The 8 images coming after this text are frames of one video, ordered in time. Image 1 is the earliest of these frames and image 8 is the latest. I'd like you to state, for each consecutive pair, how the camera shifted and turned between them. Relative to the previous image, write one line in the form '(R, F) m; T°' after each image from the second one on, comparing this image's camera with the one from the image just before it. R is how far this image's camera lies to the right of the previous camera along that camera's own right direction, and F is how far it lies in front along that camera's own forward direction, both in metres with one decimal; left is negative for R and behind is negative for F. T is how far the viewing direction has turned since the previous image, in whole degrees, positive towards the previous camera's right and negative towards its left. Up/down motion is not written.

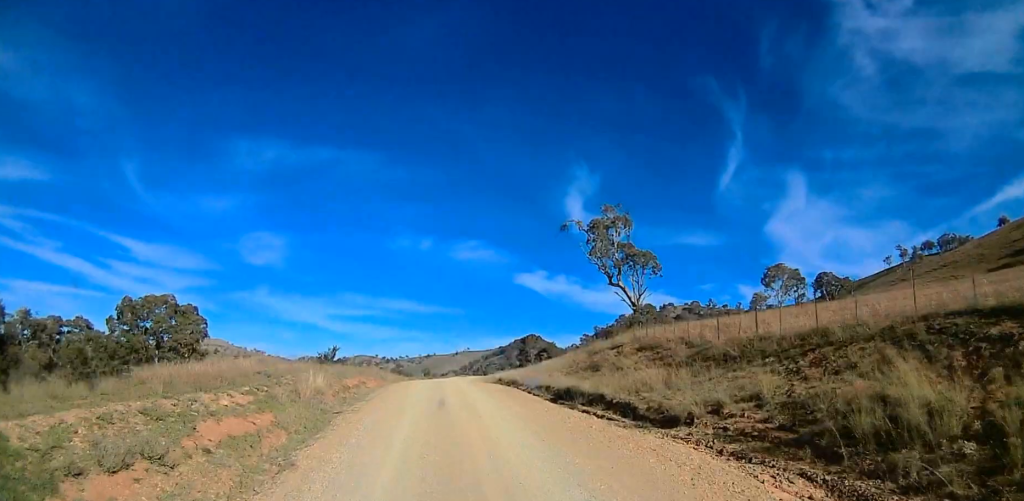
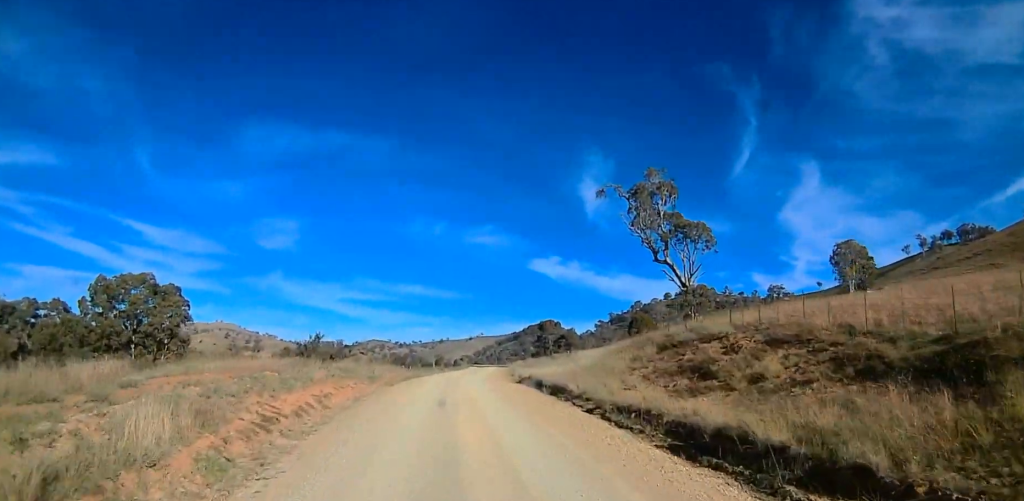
(-0.5, +12.5) m; -2°
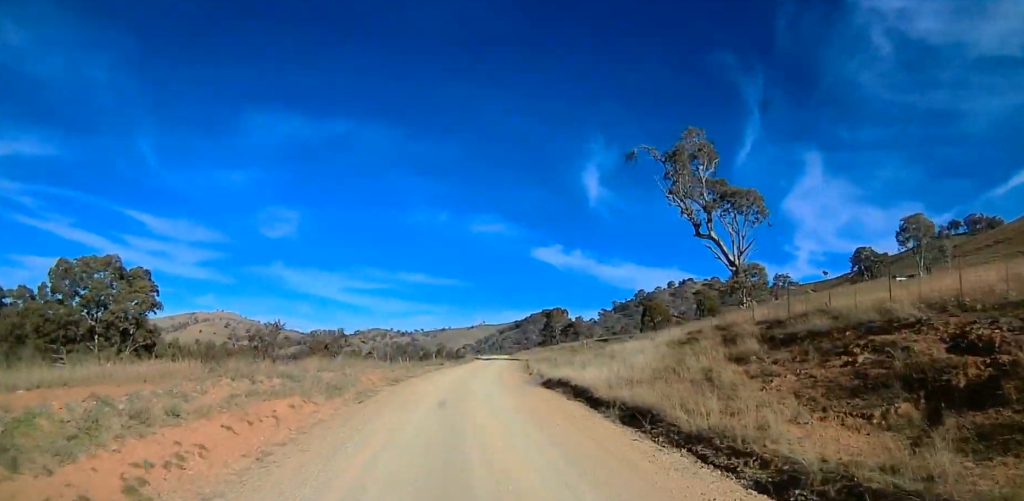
(-0.2, +11.1) m; +3°
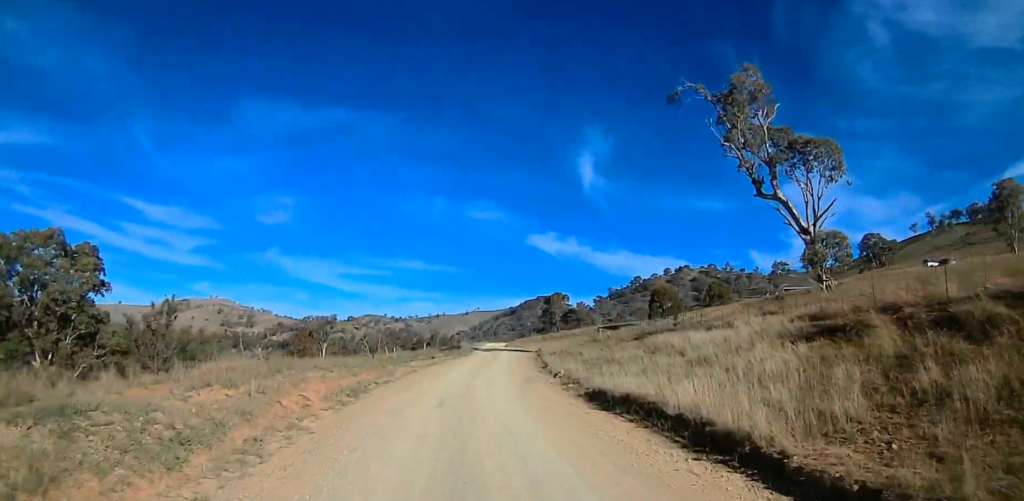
(+0.8, +12.7) m; +1°
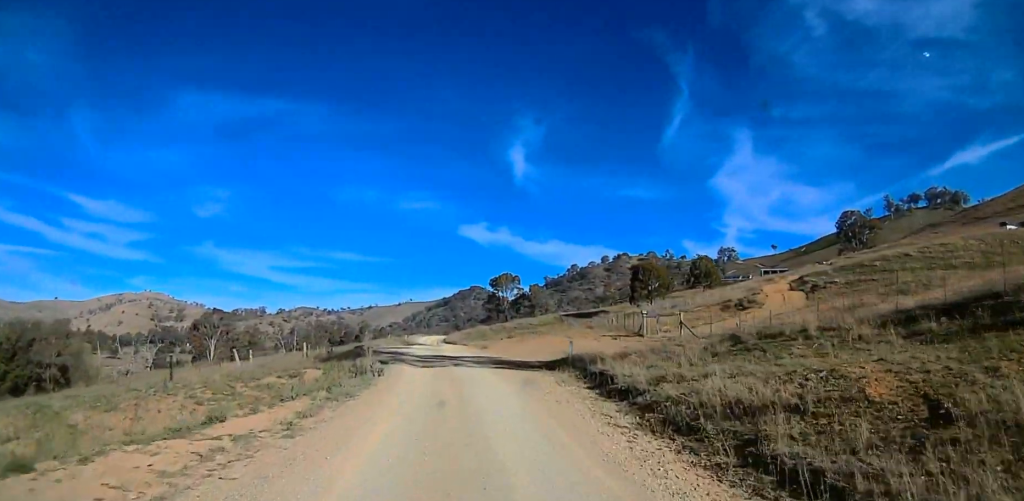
(-1.0, +40.0) m; +1°
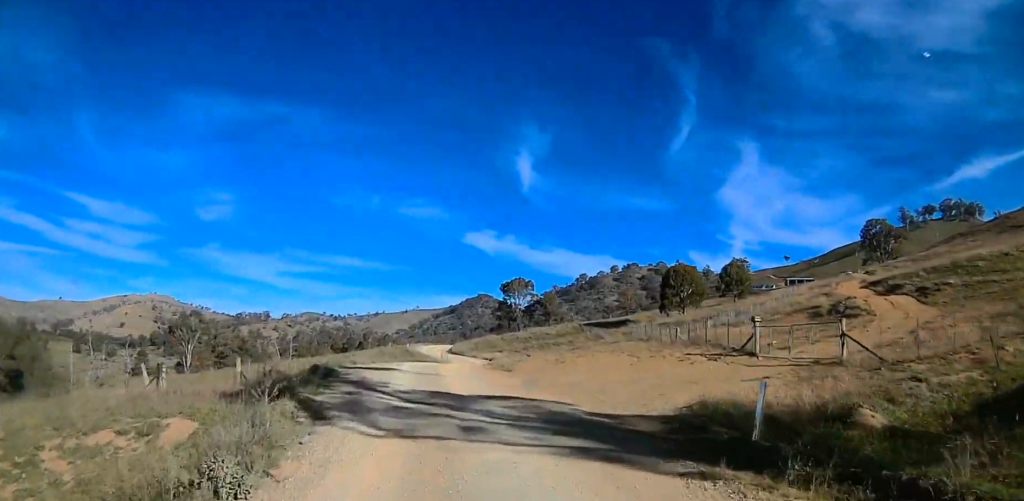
(+0.4, +16.8) m; 0°
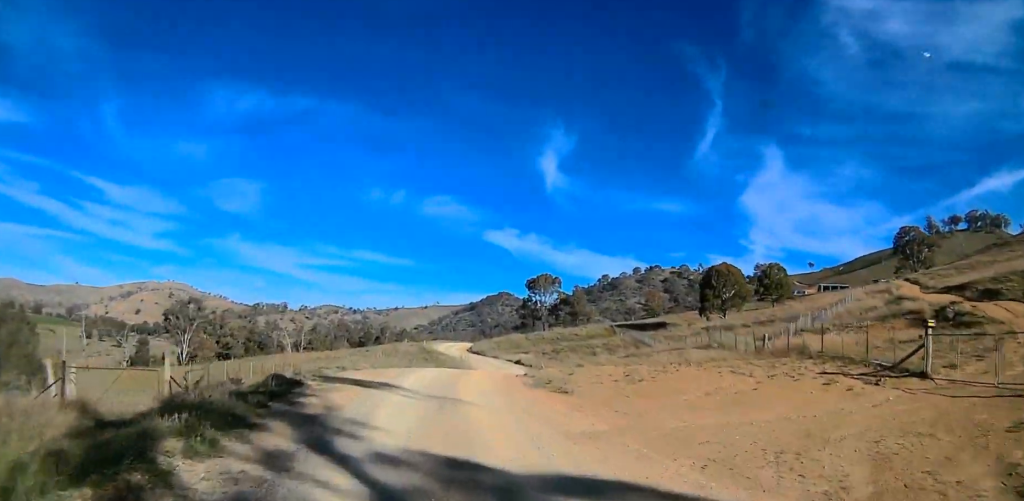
(-0.1, +11.4) m; -1°
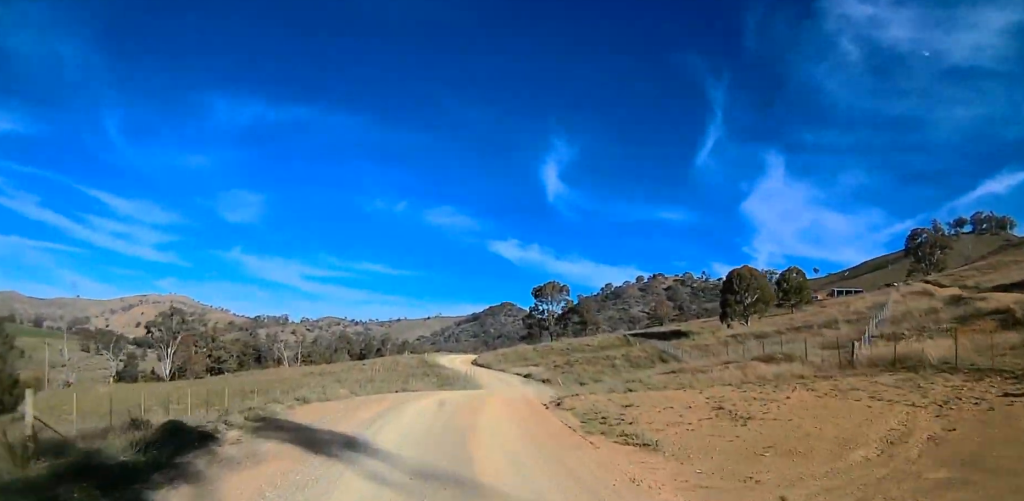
(-0.1, +8.2) m; +1°
